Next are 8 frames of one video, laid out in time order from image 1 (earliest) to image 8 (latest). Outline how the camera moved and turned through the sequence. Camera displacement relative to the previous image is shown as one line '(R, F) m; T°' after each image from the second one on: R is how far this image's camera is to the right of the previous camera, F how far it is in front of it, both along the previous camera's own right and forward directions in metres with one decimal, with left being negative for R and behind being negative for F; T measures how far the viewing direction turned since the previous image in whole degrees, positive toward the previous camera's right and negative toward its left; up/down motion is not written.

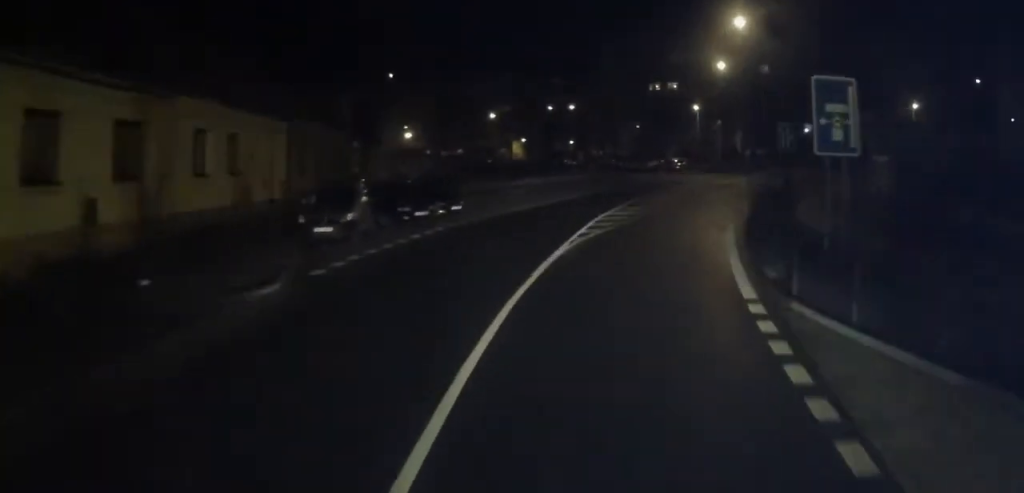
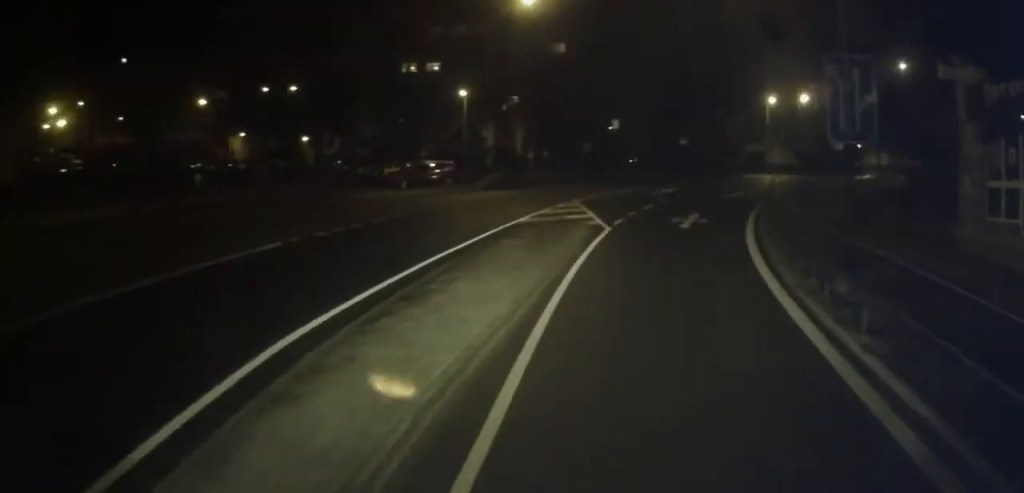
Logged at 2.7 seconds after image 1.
(-0.8, +28.2) m; +13°
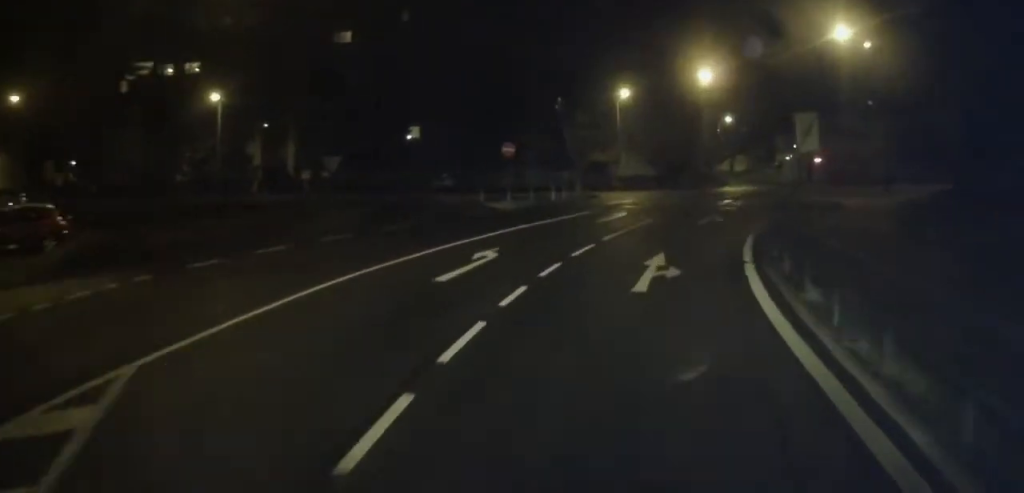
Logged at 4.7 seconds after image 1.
(+4.9, +20.0) m; +16°
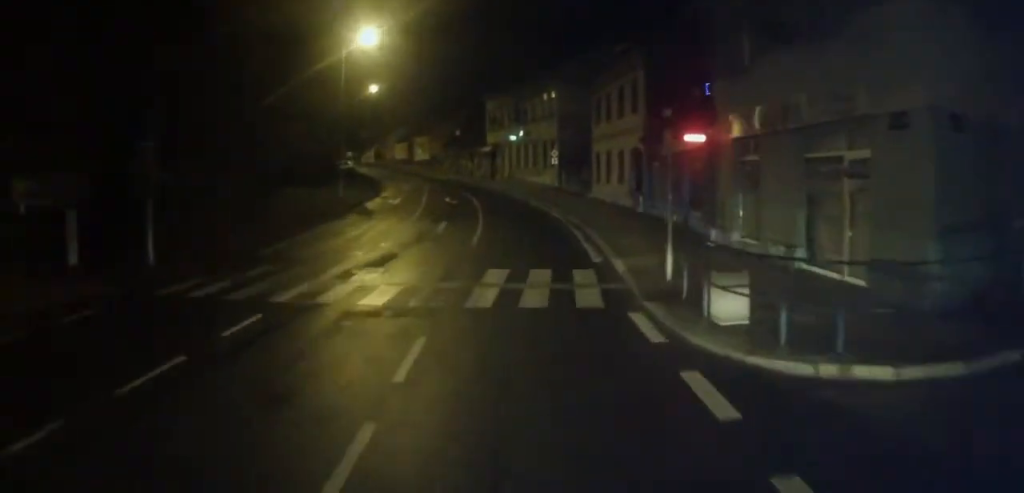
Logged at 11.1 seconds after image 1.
(+24.1, +55.0) m; +42°
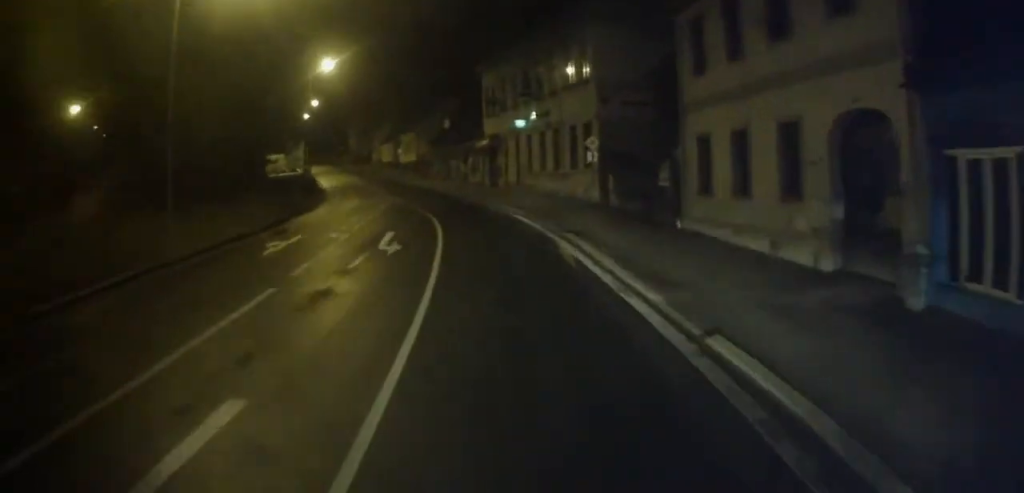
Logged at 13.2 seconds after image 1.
(+6.9, +15.8) m; -10°
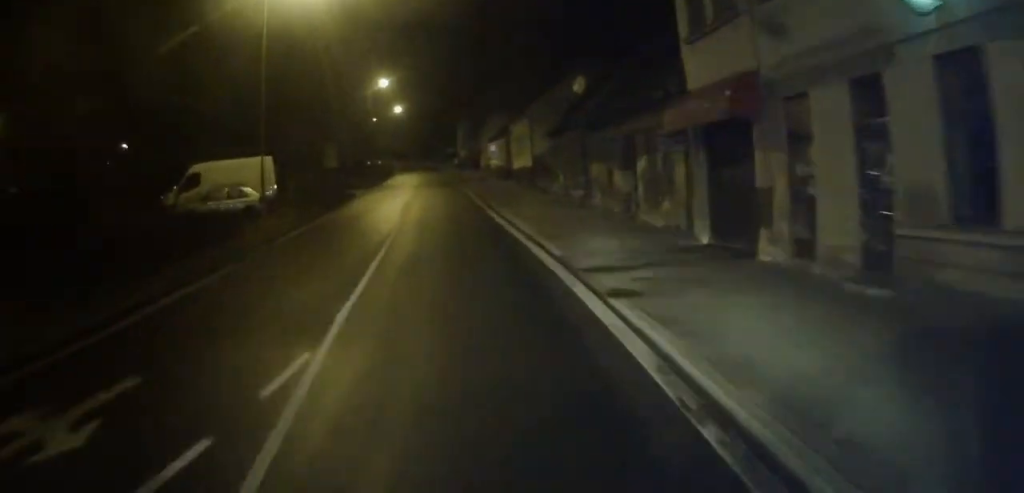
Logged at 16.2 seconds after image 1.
(-5.6, +26.9) m; -15°
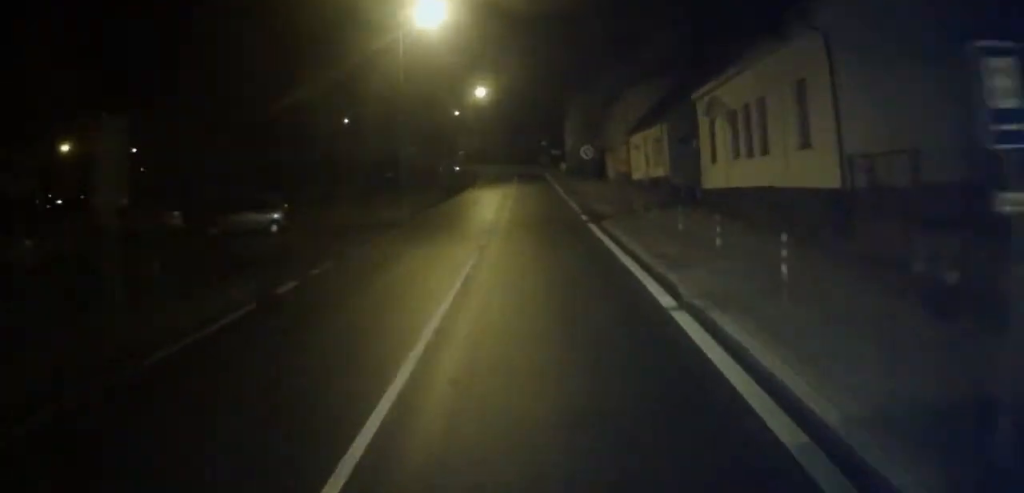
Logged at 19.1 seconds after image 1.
(-8.3, +34.8) m; -12°
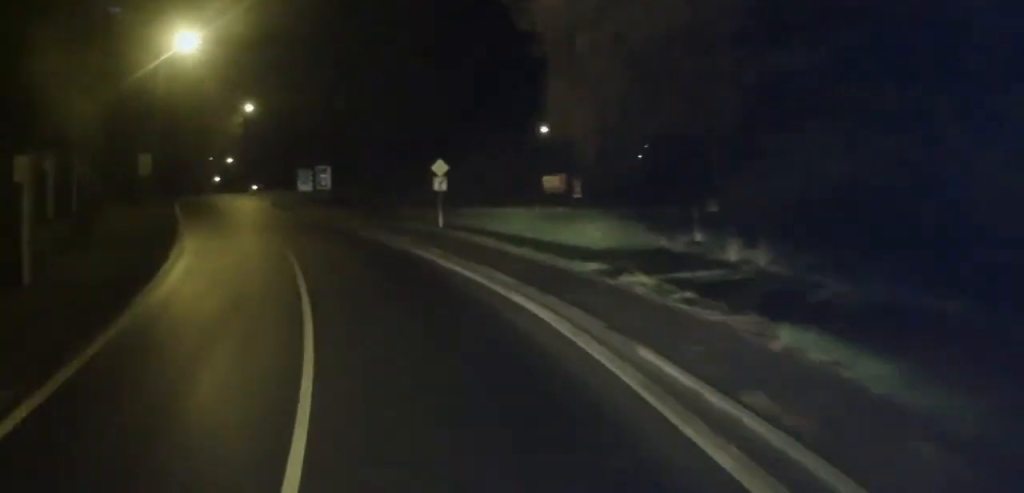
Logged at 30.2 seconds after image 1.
(-1.6, +120.3) m; -21°
